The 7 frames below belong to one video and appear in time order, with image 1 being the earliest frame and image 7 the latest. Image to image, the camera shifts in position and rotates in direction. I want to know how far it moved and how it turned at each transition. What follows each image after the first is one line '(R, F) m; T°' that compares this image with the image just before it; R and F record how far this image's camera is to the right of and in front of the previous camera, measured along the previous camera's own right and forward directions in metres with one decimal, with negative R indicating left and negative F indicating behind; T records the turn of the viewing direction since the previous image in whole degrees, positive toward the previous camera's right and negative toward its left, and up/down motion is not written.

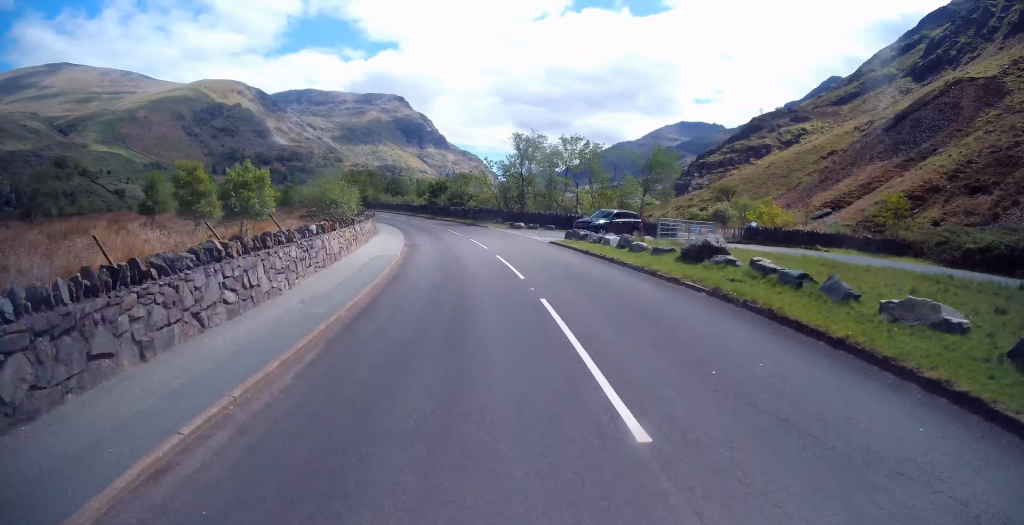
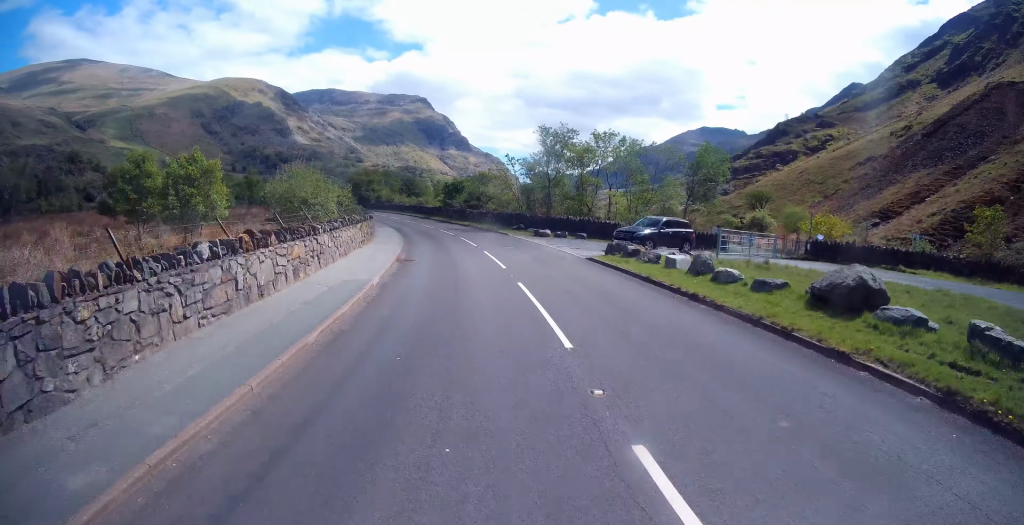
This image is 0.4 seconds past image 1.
(-0.2, +6.2) m; -2°
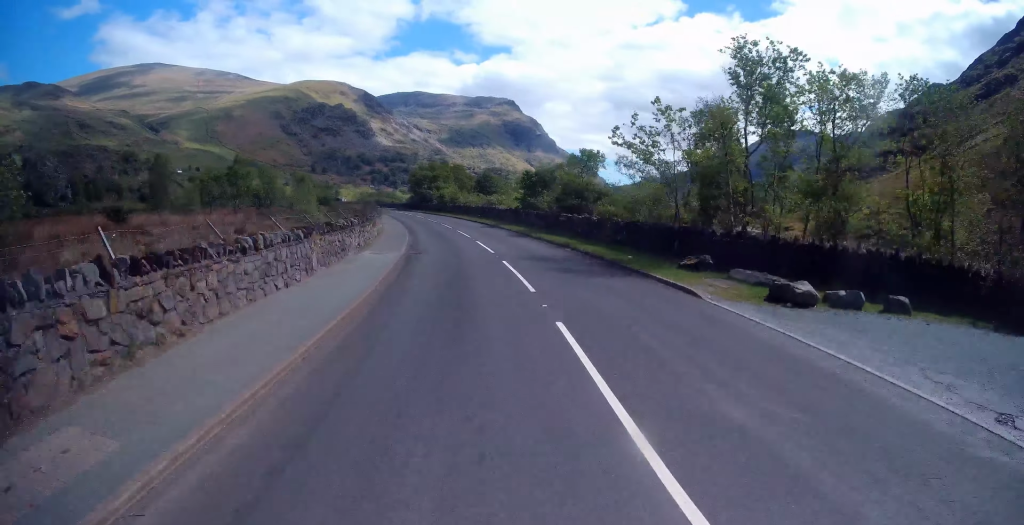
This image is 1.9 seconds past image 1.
(-1.3, +23.2) m; -7°
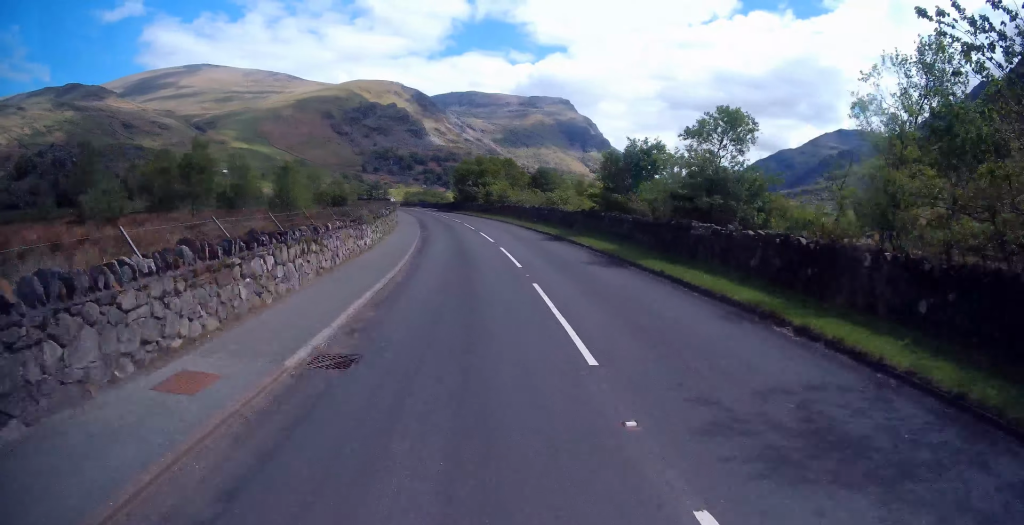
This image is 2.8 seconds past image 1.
(-0.6, +14.6) m; -4°
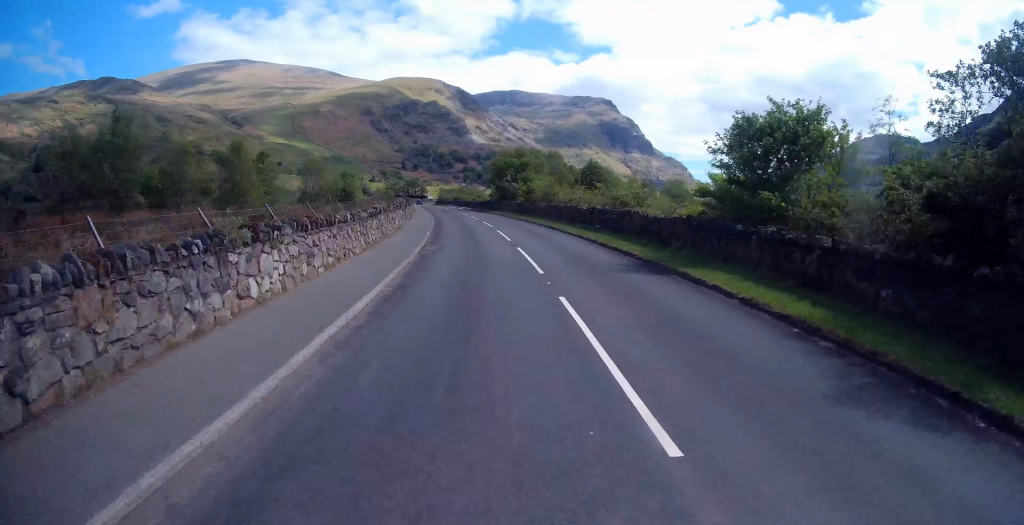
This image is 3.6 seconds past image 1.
(-0.4, +11.6) m; -3°
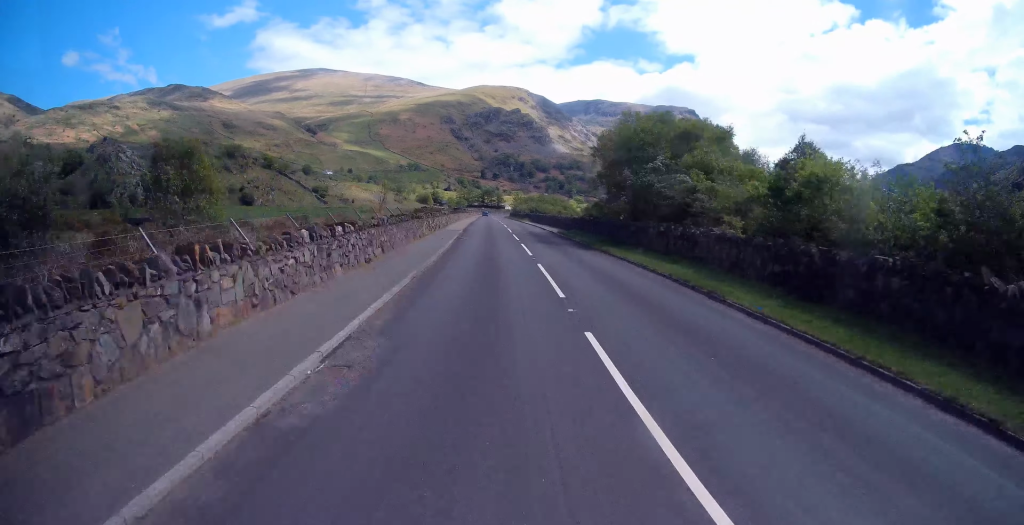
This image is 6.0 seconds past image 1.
(-4.5, +38.1) m; -14°
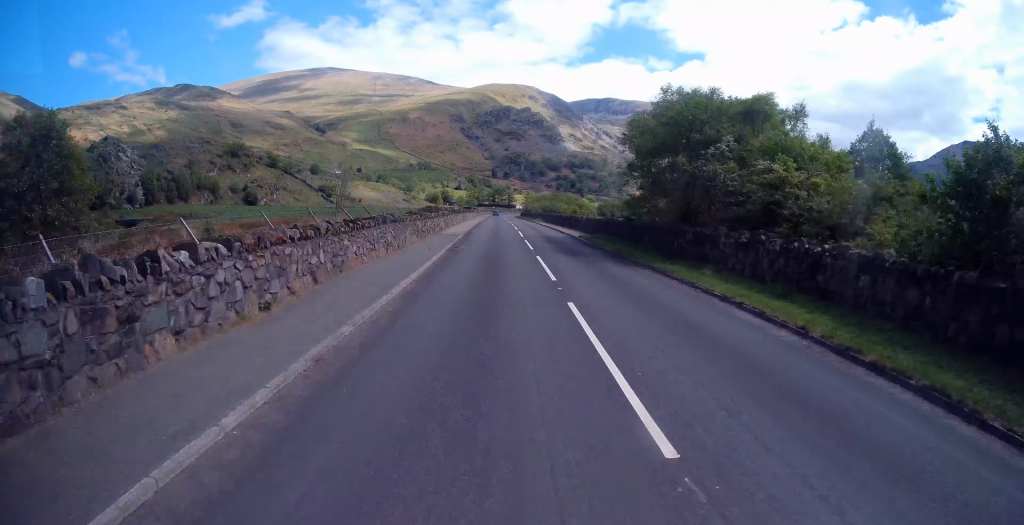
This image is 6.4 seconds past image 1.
(-0.2, +6.7) m; -1°
